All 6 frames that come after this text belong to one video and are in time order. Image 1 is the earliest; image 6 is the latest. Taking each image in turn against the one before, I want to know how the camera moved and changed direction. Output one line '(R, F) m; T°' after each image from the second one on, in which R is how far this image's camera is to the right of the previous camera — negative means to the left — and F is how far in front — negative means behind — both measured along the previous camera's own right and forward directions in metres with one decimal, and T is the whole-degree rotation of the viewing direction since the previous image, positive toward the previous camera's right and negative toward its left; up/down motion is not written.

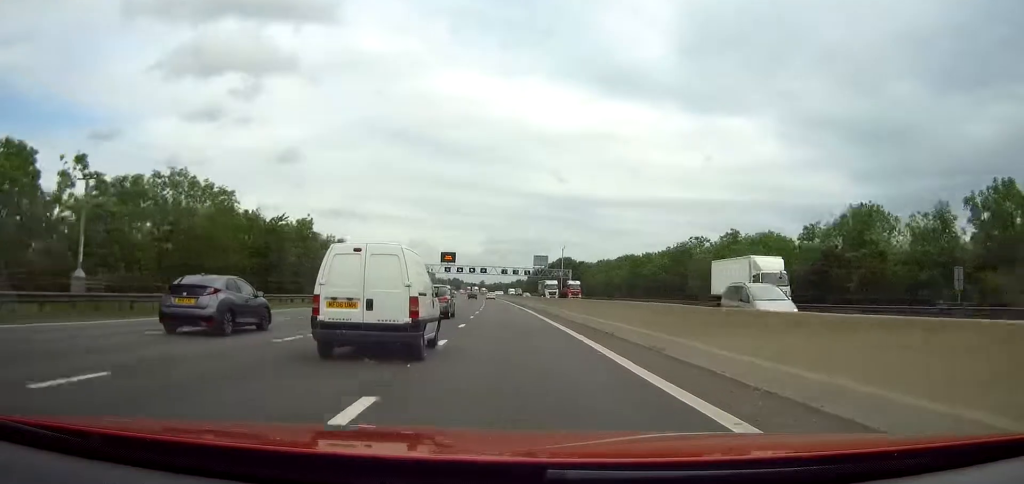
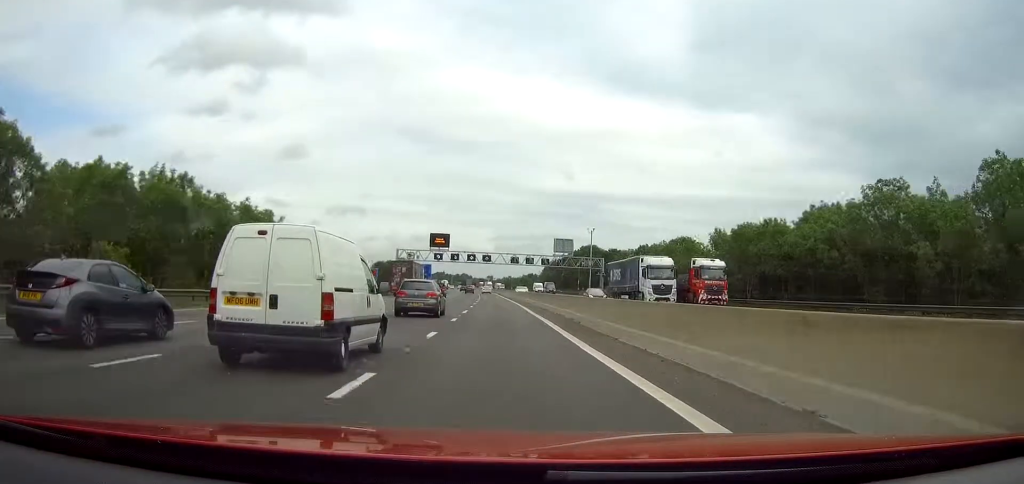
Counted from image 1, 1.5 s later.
(-0.3, +51.1) m; -1°
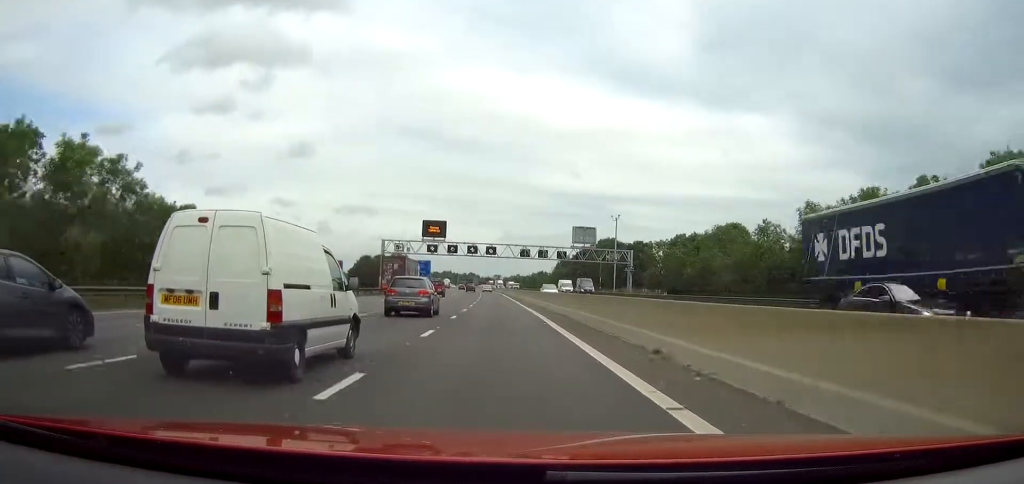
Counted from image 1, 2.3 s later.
(-0.2, +26.1) m; -1°
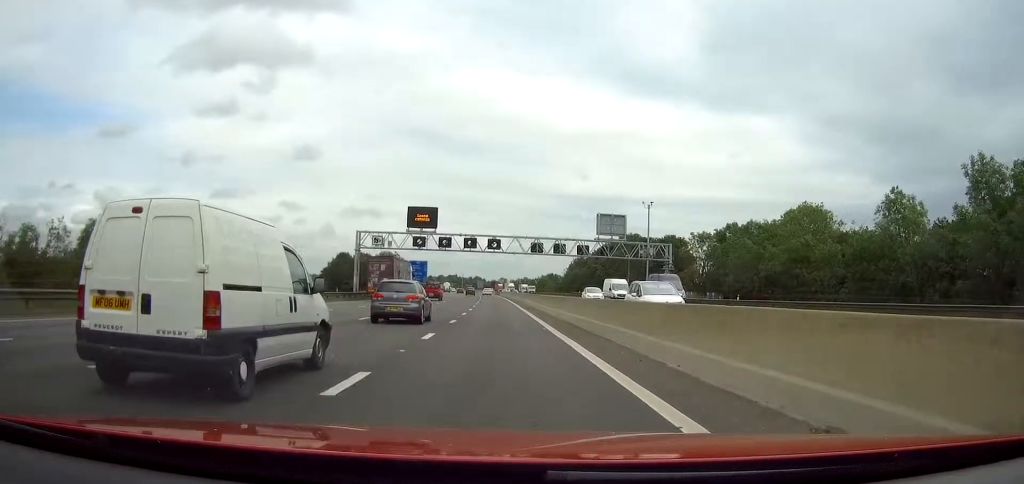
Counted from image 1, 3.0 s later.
(-0.1, +26.1) m; -1°
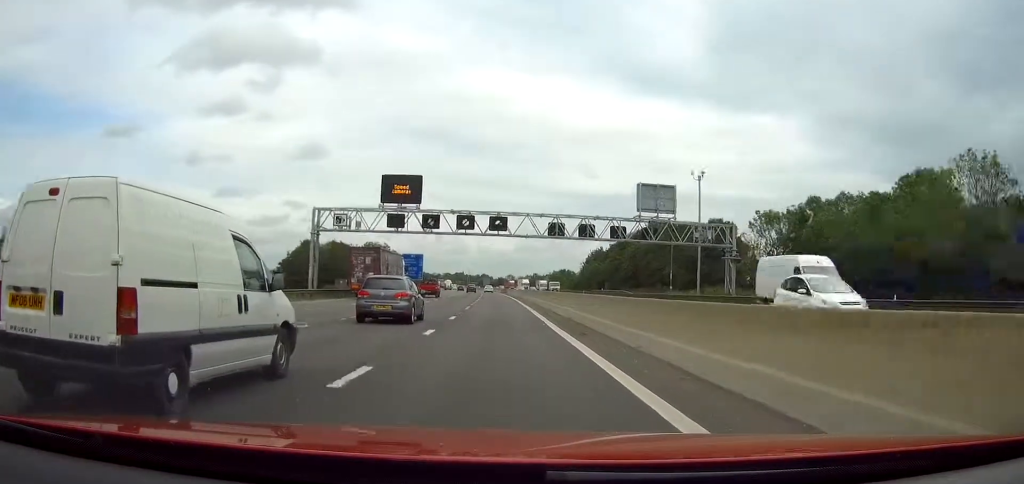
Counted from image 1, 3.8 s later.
(-0.1, +26.0) m; 0°
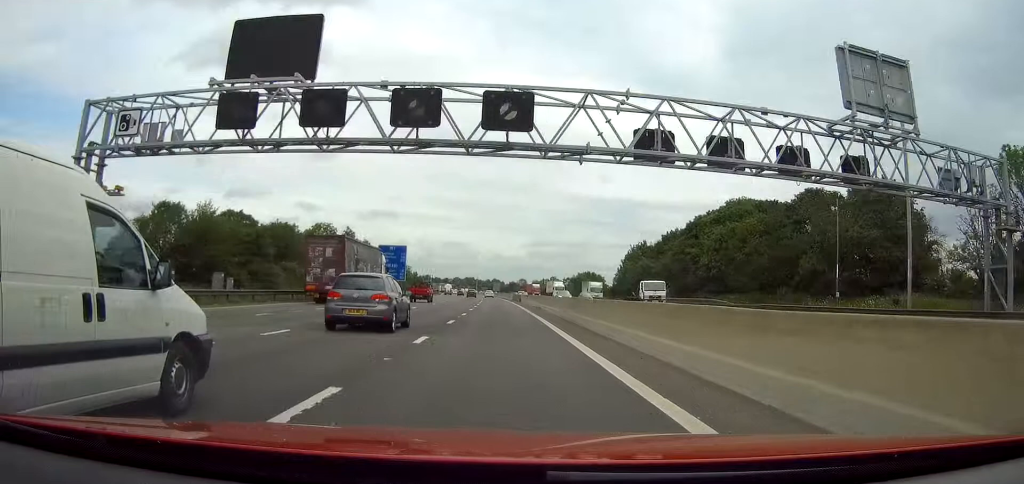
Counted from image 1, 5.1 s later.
(-0.4, +45.1) m; -1°
